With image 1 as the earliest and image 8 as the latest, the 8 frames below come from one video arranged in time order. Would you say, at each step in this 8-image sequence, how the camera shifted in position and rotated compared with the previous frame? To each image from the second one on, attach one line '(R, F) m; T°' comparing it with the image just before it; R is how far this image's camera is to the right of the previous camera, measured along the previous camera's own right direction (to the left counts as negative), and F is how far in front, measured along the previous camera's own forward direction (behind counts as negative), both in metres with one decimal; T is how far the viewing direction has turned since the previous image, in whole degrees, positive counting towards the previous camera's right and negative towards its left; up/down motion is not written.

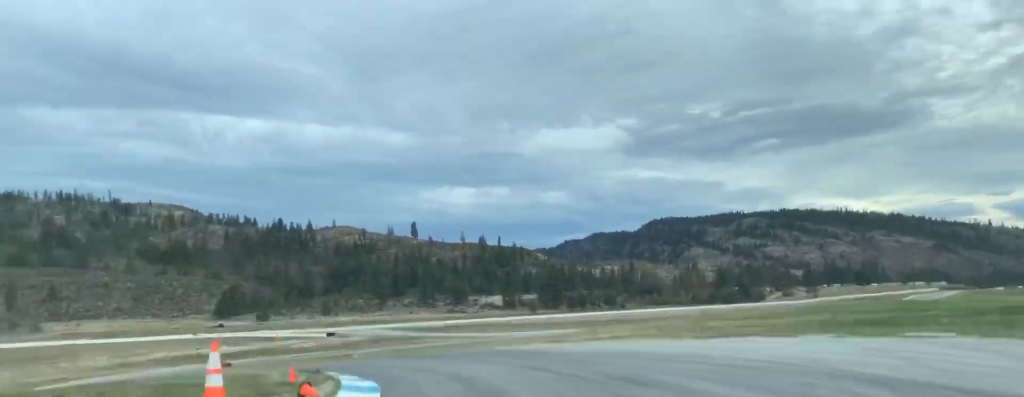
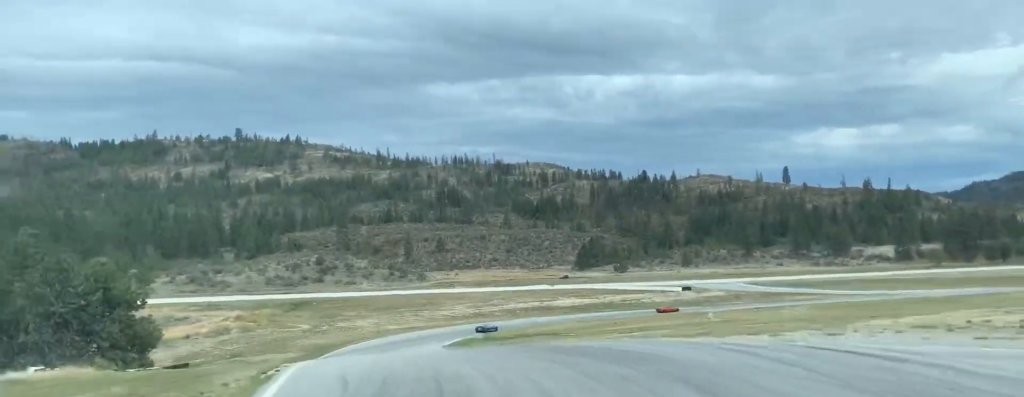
(-4.2, +20.6) m; -25°
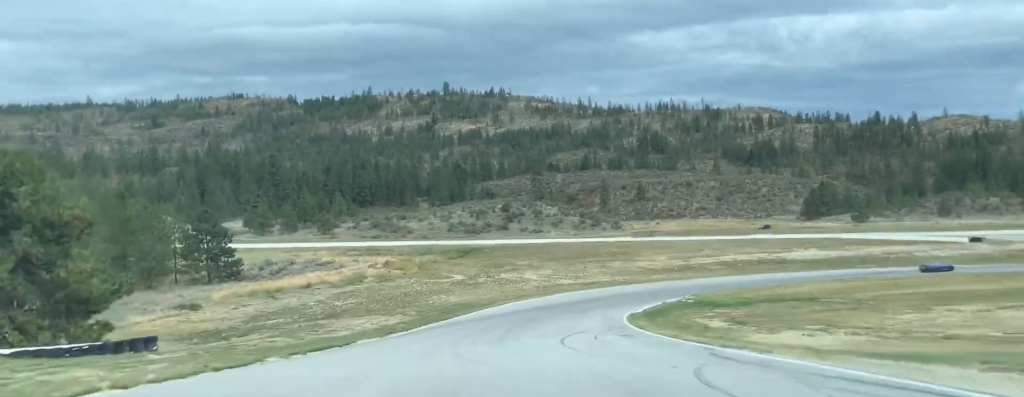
(-10.9, +35.7) m; -21°
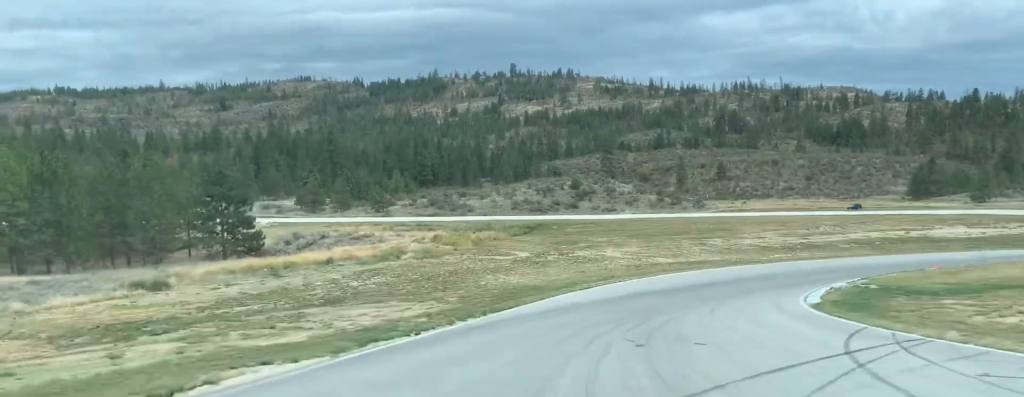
(-1.0, +21.3) m; 0°
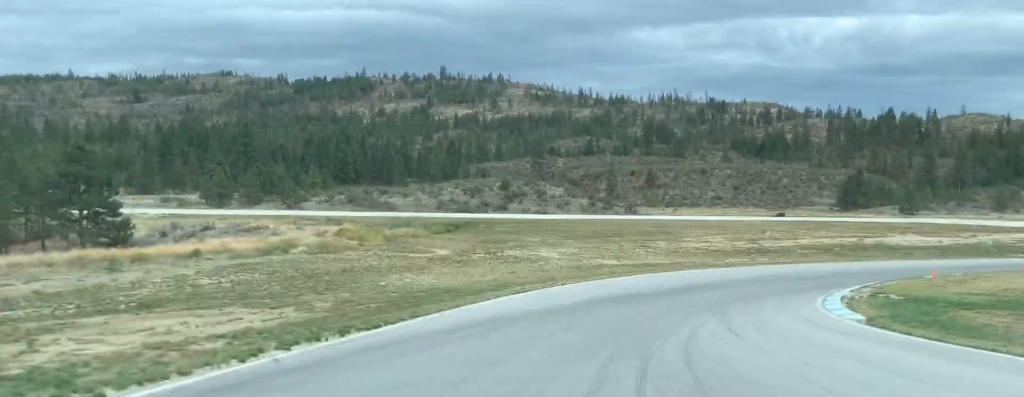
(-0.3, +12.4) m; +4°
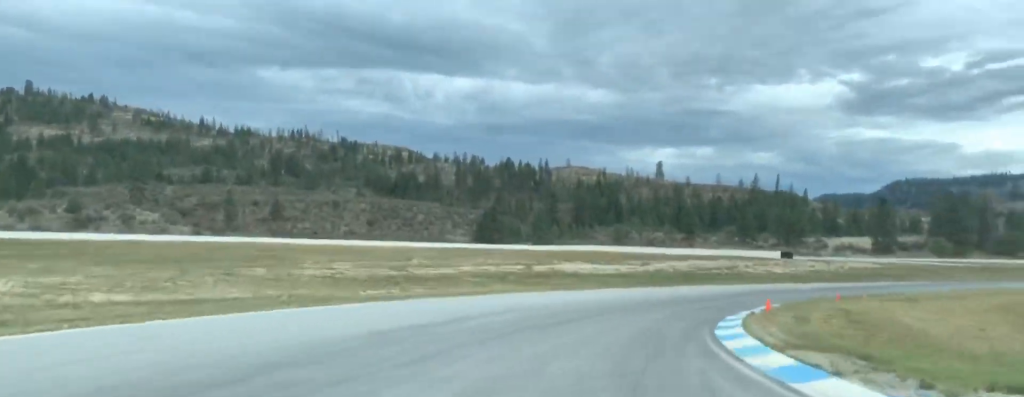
(+4.2, +32.9) m; +24°
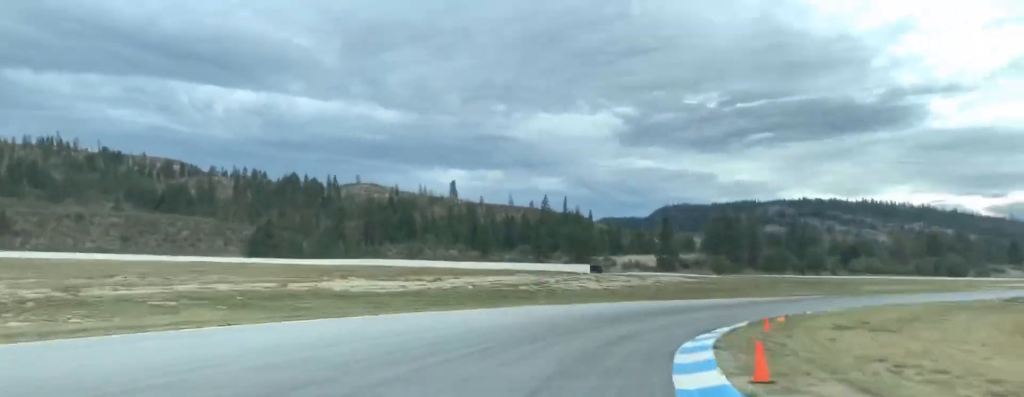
(+3.9, +17.0) m; +14°
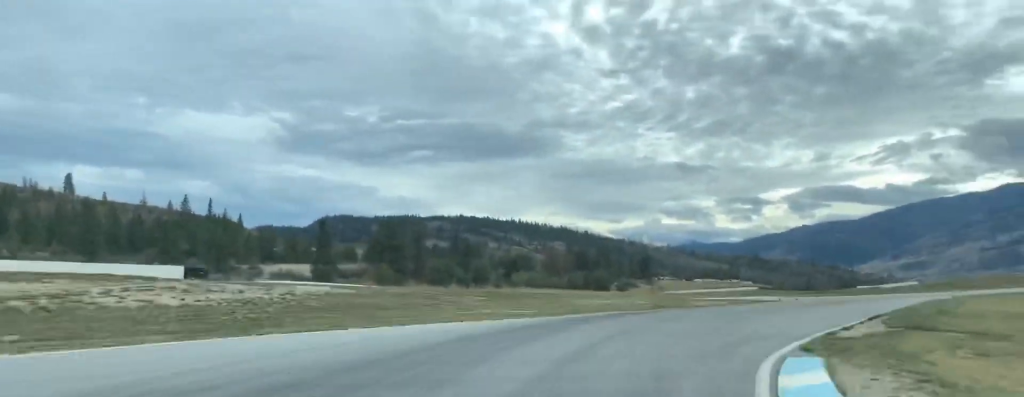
(+4.9, +27.6) m; +18°
